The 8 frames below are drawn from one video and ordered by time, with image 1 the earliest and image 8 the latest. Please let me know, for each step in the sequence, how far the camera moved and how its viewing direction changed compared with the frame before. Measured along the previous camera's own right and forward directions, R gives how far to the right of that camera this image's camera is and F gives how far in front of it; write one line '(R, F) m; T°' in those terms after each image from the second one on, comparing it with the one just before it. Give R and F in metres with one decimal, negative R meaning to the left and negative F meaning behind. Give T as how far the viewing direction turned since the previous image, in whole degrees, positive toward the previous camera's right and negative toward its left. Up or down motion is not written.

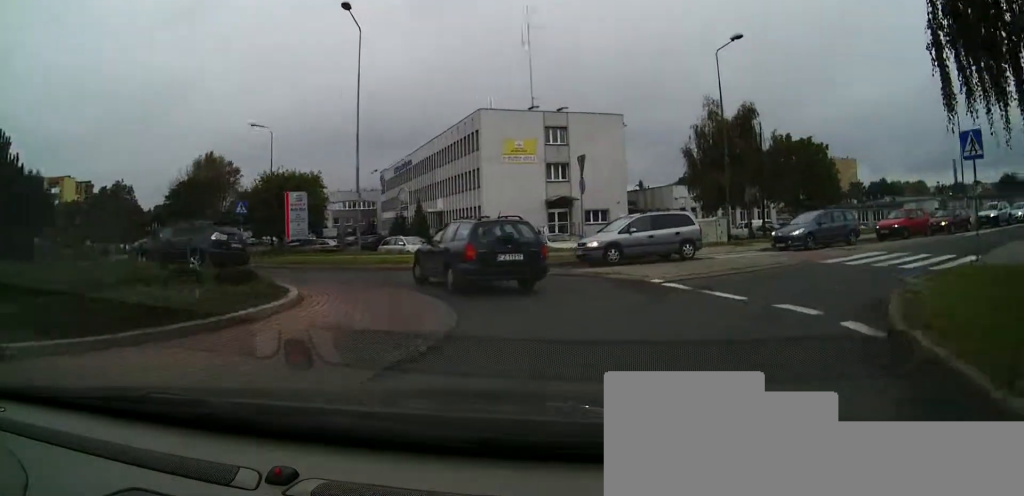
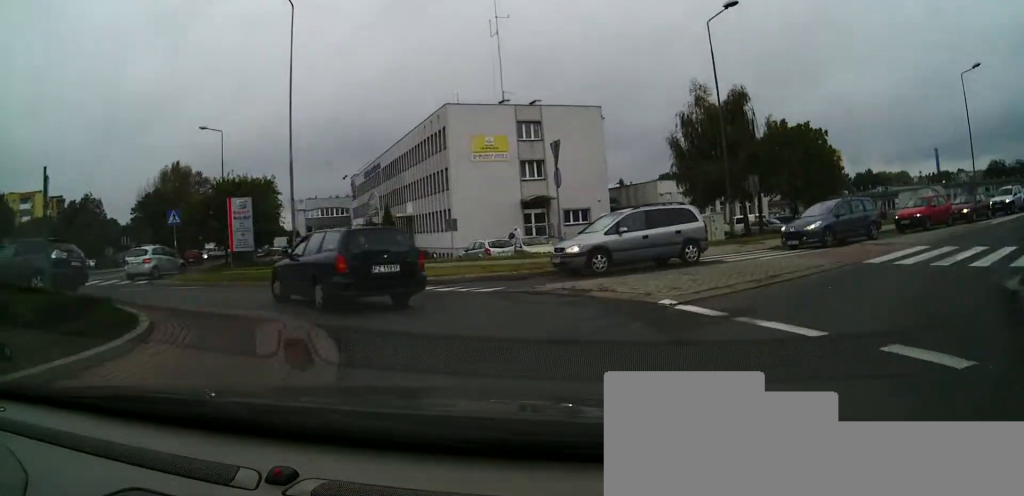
(+0.1, +4.1) m; 0°
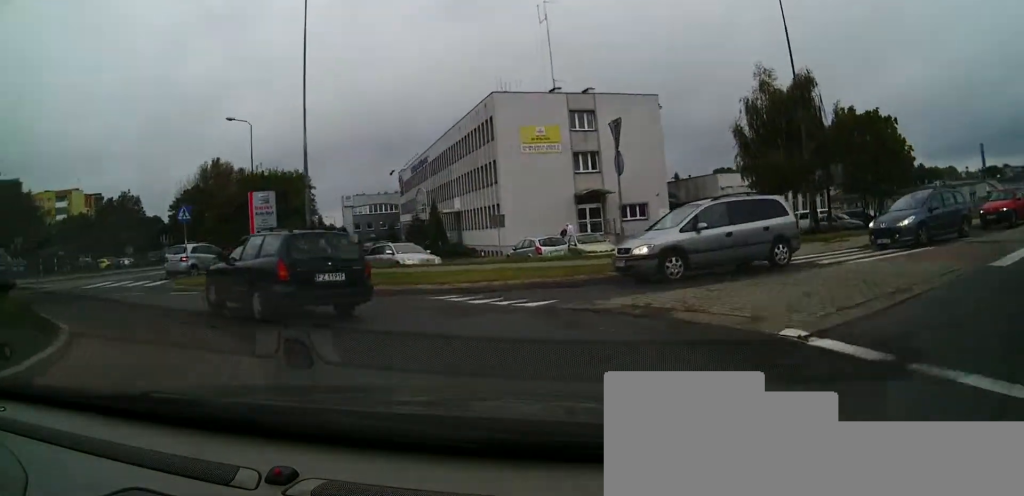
(+0.2, +3.2) m; -2°
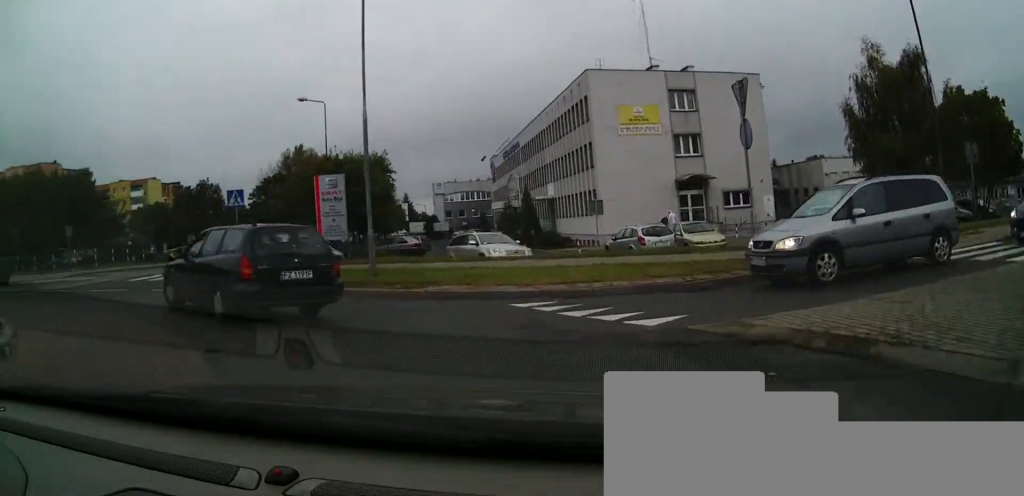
(-0.2, +3.1) m; -7°
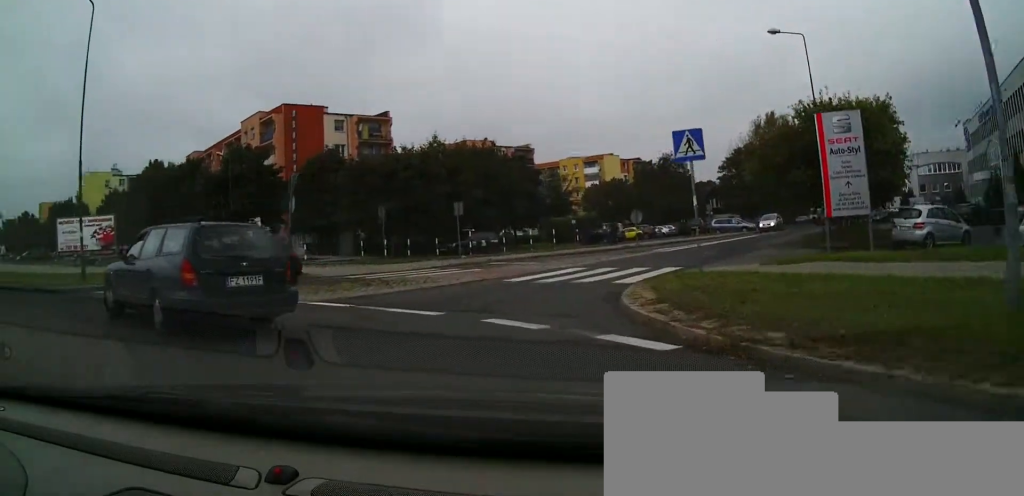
(-2.7, +9.7) m; -34°
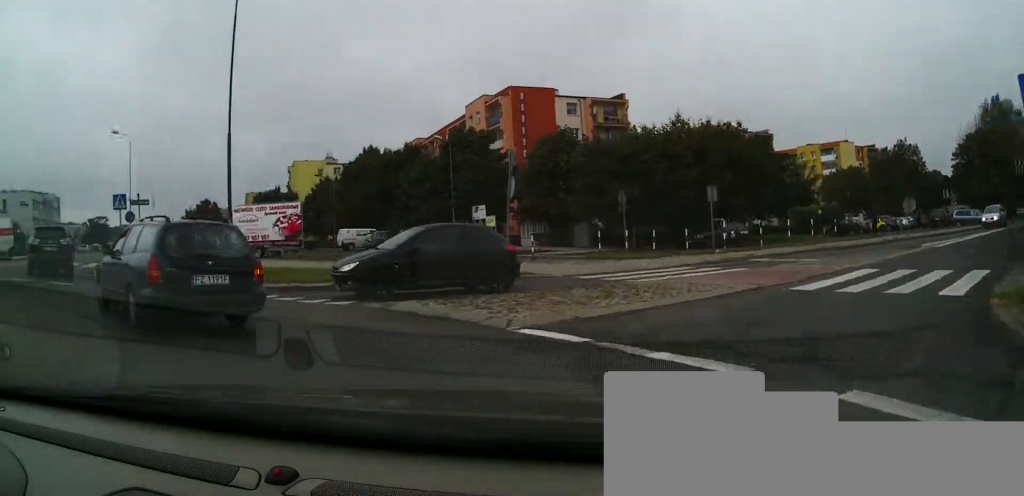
(-0.5, +4.4) m; -16°
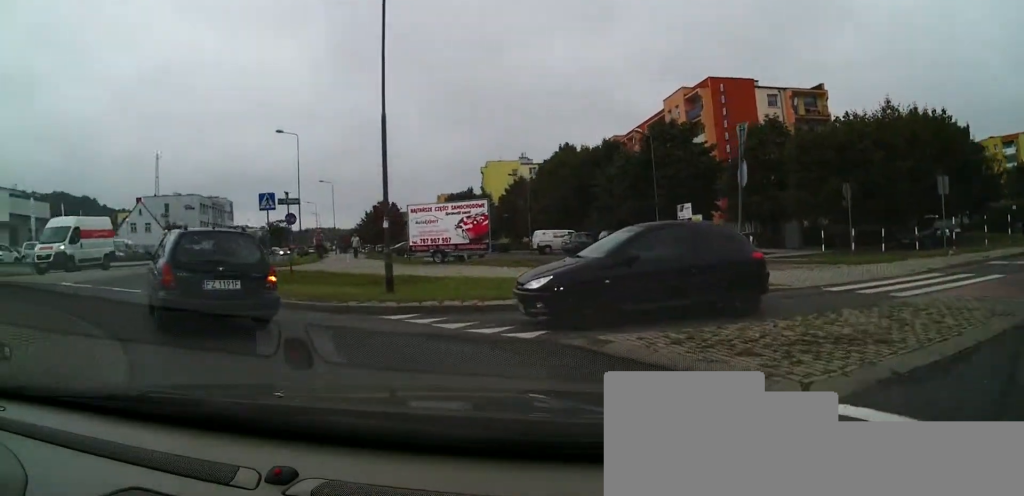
(-0.6, +3.1) m; -23°
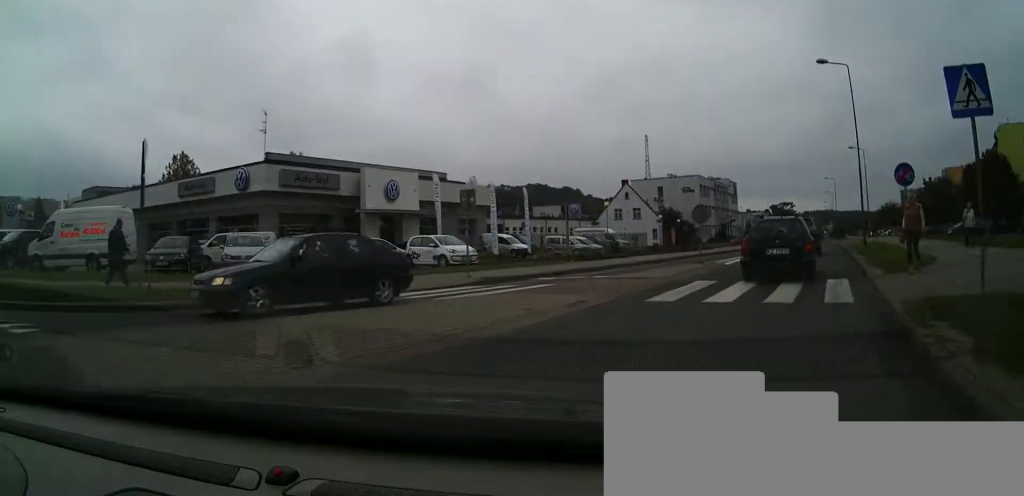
(-8.6, +11.3) m; -44°
